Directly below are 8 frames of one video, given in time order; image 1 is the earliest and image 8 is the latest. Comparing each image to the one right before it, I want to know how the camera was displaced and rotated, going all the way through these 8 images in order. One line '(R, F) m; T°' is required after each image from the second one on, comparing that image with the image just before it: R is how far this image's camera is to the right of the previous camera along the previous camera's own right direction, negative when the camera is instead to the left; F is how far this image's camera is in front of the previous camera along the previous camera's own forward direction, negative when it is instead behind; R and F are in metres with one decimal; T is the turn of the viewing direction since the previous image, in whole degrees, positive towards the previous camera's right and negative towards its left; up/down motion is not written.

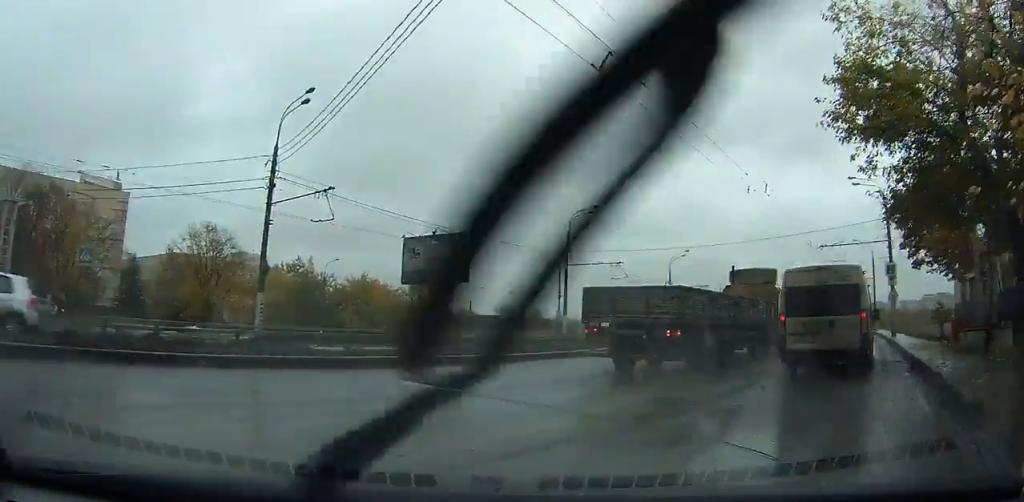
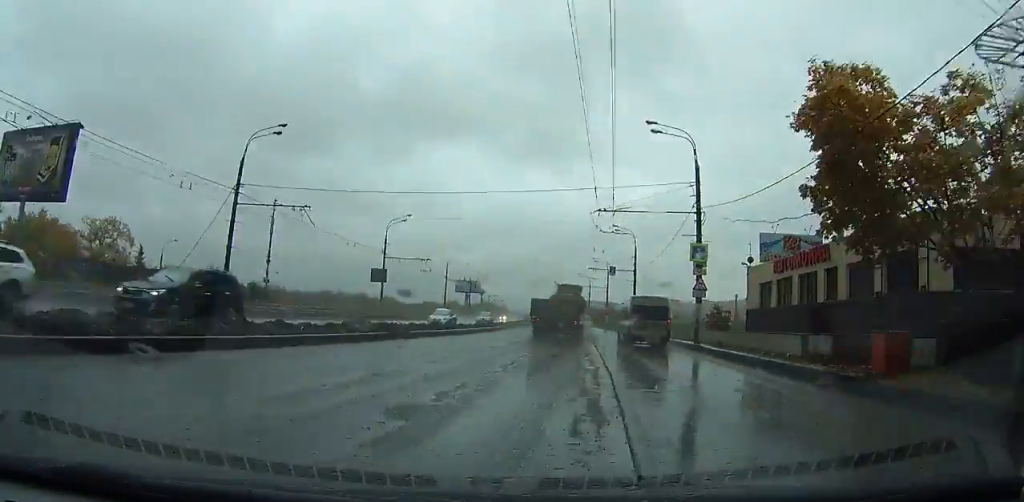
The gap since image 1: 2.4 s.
(+0.9, +11.0) m; +8°
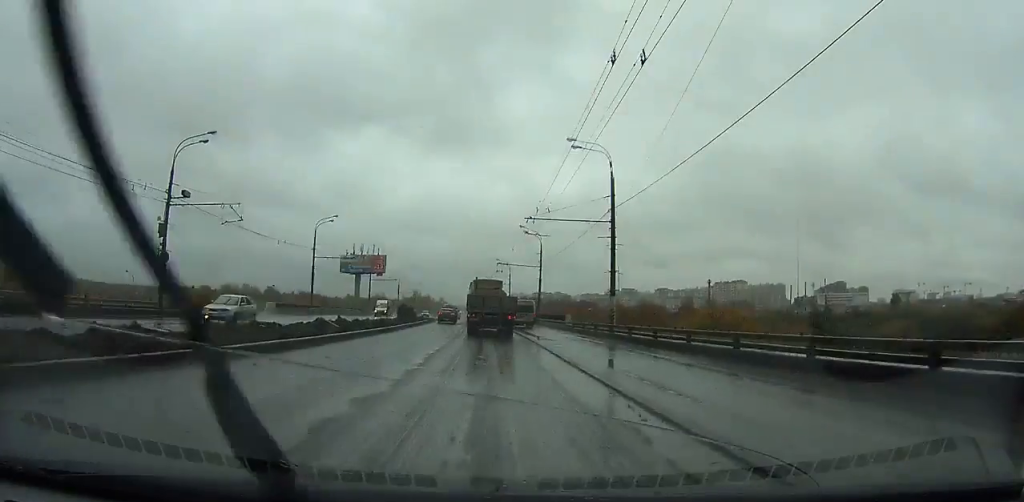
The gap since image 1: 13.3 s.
(+11.2, +93.9) m; +8°
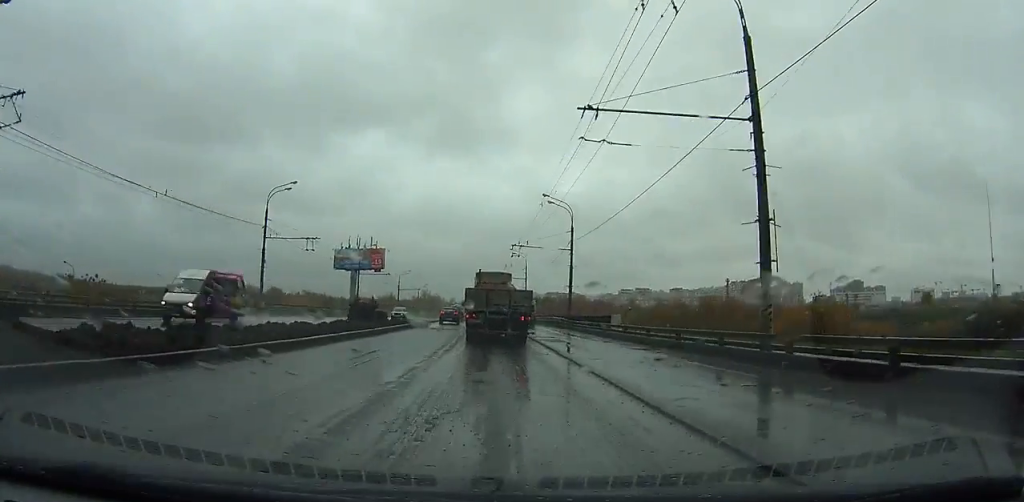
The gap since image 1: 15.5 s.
(+0.1, +19.3) m; -1°
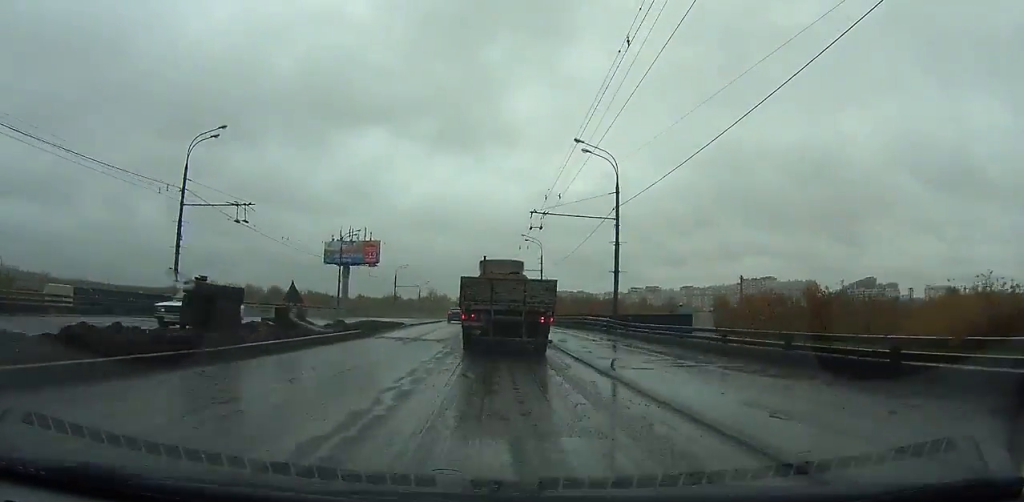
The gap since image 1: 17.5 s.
(-0.2, +16.4) m; -1°
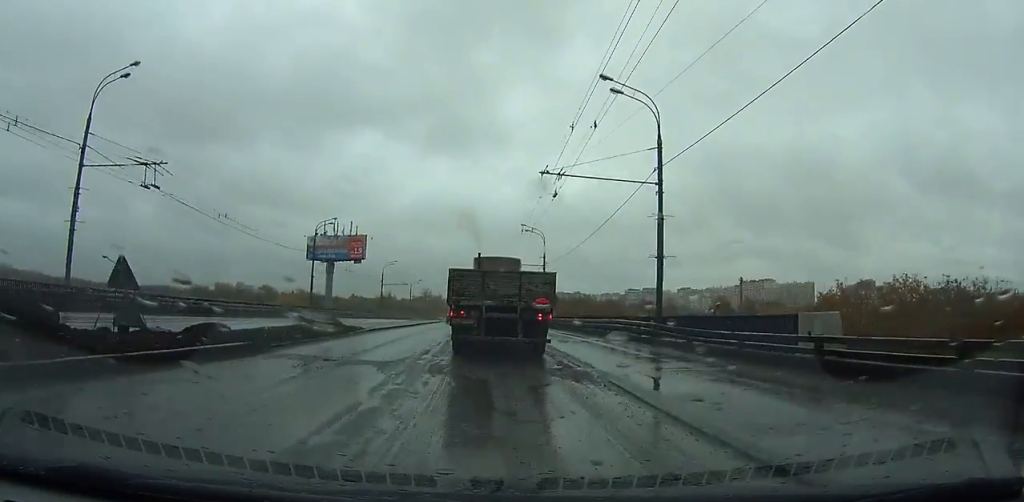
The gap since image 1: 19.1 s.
(-0.1, +12.7) m; -1°
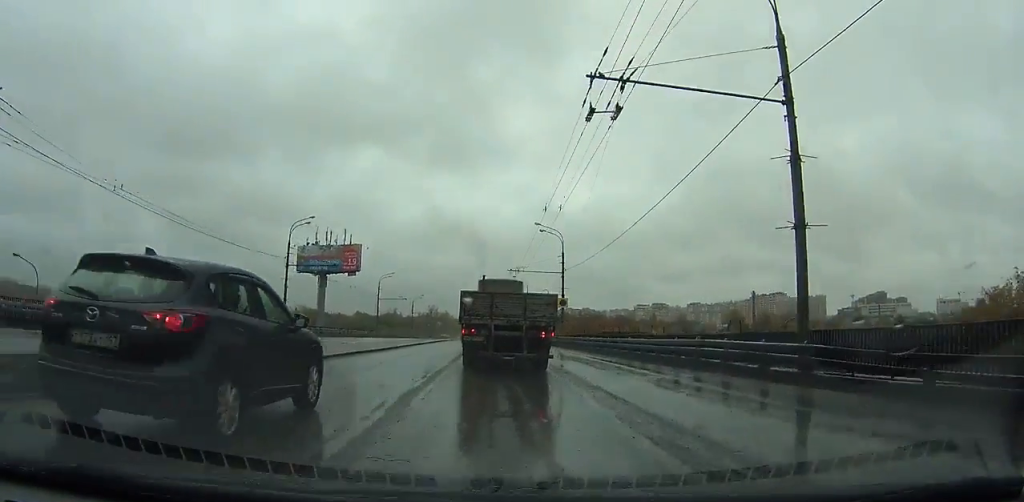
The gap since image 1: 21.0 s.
(-0.1, +14.0) m; 0°
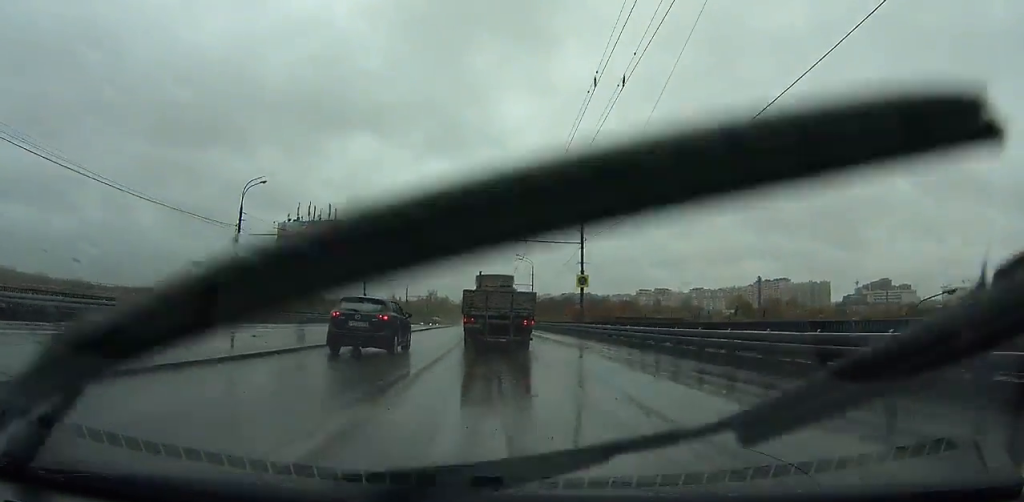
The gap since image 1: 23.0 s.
(0.0, +15.0) m; 0°
